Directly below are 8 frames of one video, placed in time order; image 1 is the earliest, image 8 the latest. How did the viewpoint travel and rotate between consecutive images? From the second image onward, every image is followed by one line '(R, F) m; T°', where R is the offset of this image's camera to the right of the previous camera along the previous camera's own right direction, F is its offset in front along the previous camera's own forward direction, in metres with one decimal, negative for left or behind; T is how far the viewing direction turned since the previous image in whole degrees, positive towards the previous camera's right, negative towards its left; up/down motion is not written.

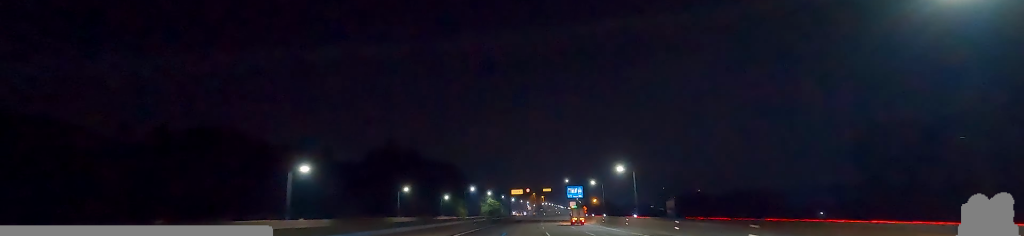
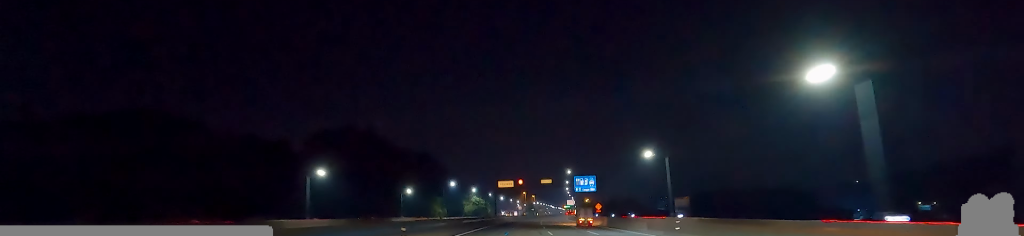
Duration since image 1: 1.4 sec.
(+0.5, +37.5) m; +1°
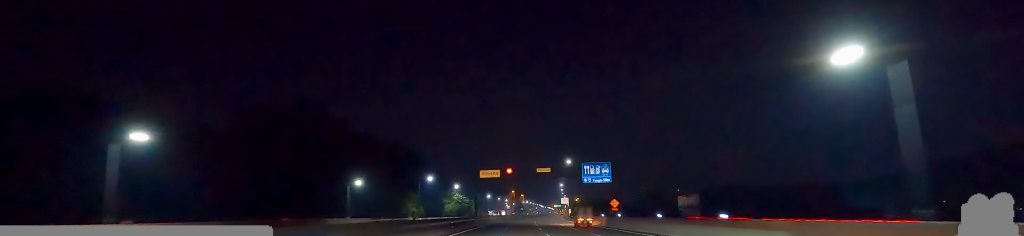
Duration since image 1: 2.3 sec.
(0.0, +26.3) m; 0°
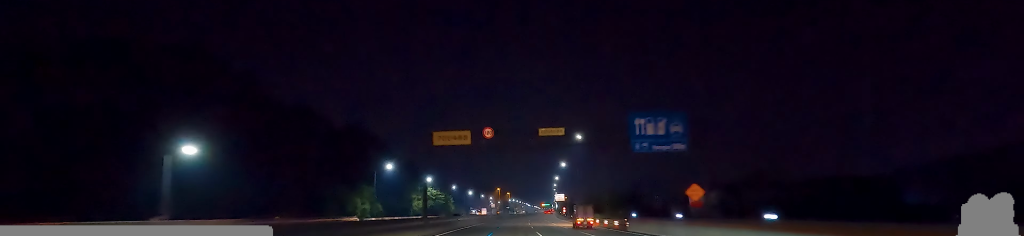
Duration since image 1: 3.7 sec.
(+0.1, +36.7) m; 0°
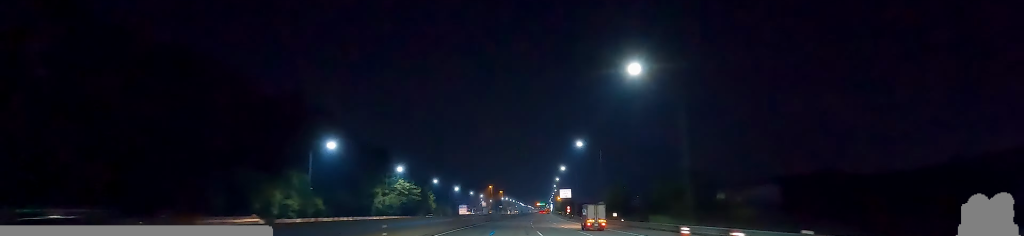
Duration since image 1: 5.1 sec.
(0.0, +36.7) m; +3°
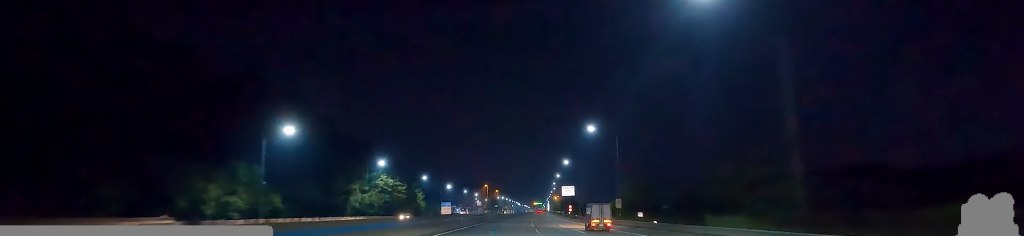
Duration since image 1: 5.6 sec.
(+0.6, +15.3) m; 0°
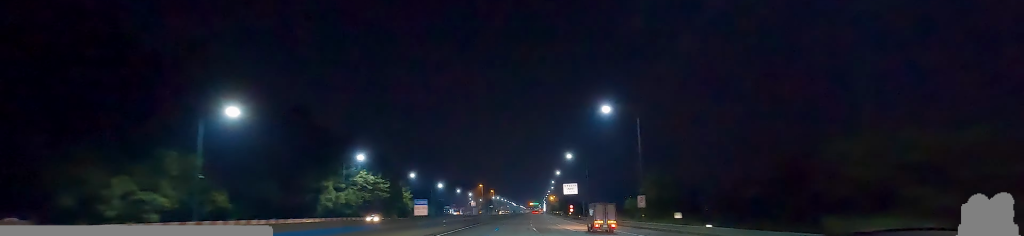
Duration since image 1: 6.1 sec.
(+0.7, +13.5) m; 0°
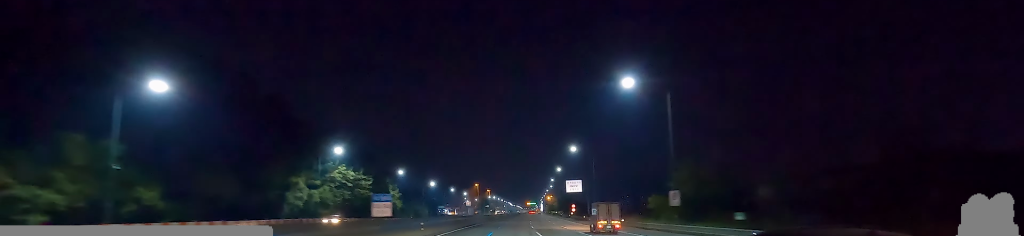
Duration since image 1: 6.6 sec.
(-0.6, +11.8) m; 0°
